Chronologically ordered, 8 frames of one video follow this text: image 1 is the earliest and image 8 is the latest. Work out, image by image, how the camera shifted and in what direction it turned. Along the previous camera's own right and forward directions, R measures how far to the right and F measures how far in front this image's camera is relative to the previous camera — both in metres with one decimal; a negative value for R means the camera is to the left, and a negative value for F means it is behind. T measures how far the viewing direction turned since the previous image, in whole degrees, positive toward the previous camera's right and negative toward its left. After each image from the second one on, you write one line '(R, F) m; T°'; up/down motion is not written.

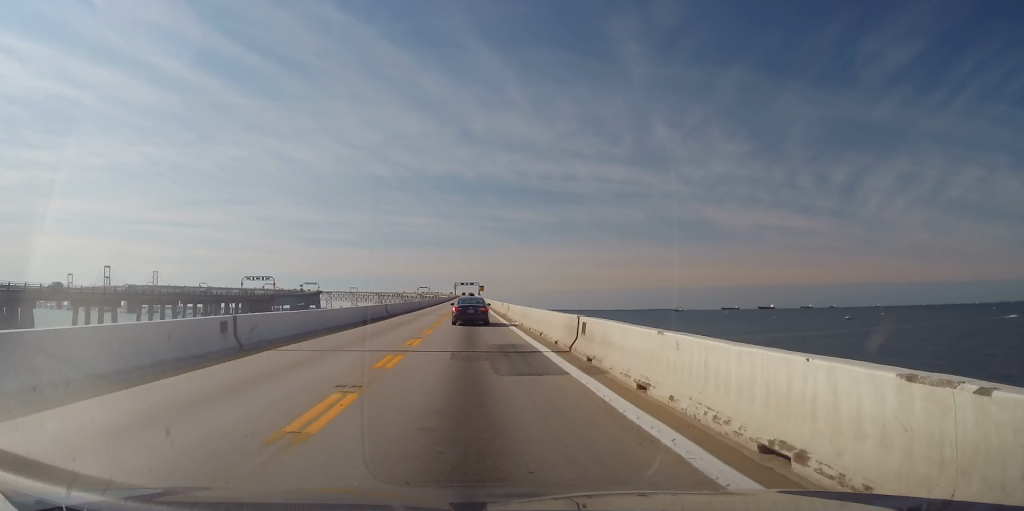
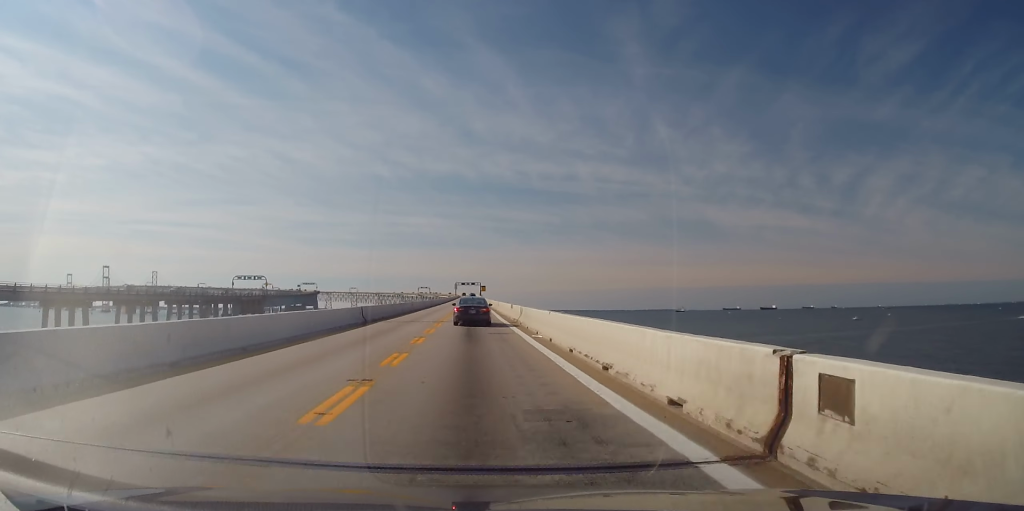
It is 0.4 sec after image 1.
(-0.1, +11.0) m; 0°
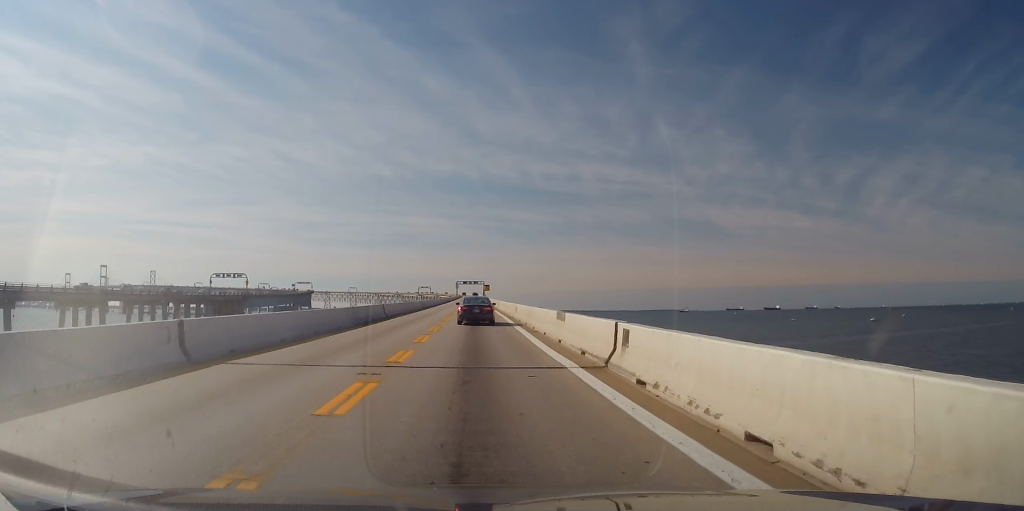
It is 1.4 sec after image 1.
(+0.1, +23.5) m; 0°
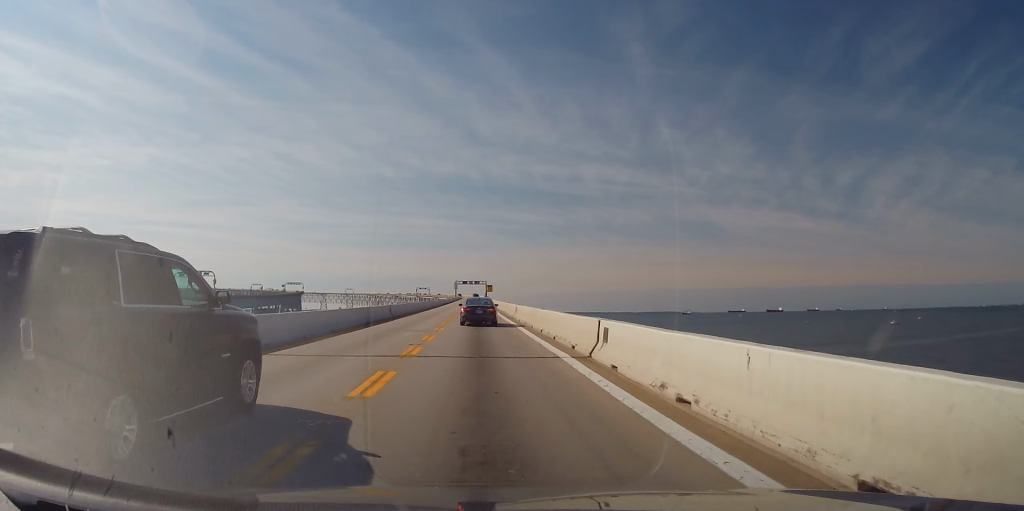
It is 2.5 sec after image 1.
(-0.1, +28.6) m; 0°
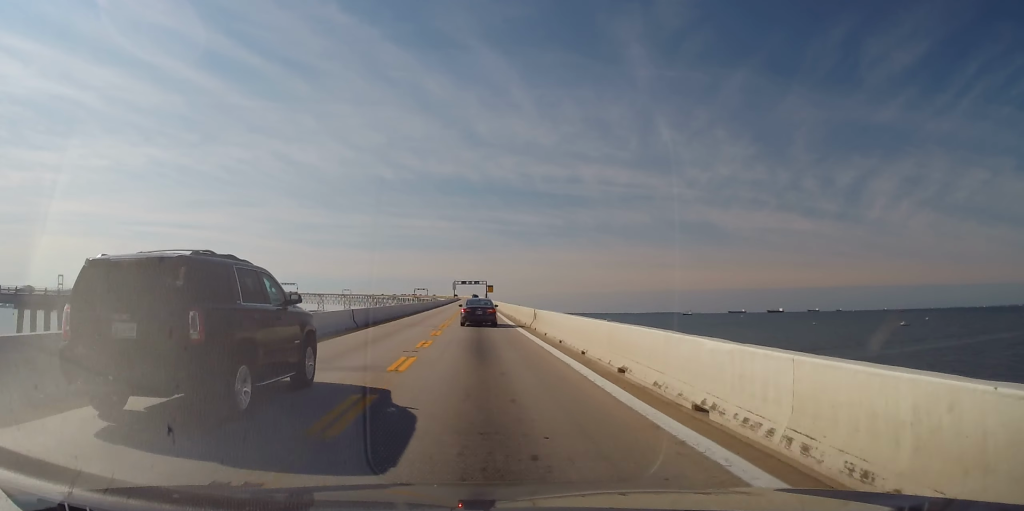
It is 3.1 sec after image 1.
(+0.1, +14.2) m; 0°
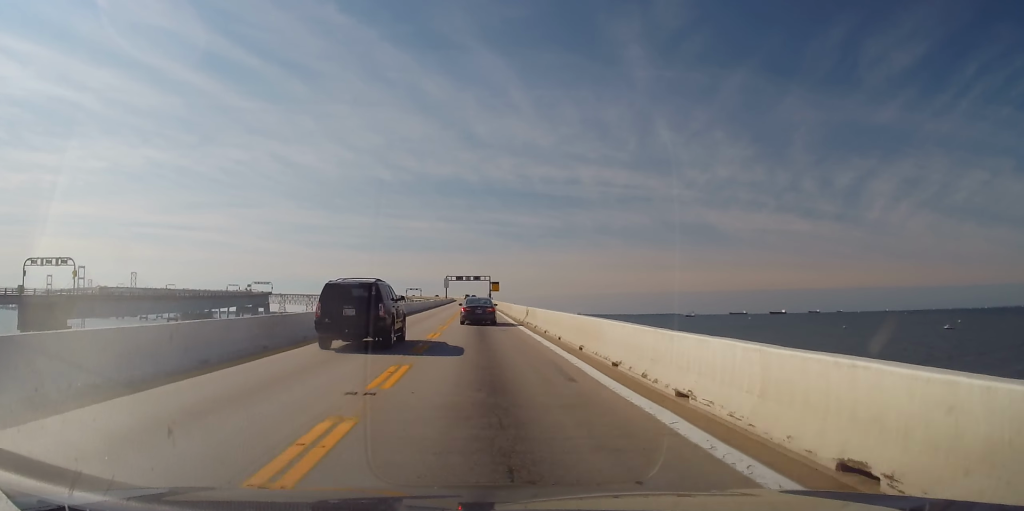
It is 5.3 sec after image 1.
(+0.3, +56.1) m; 0°
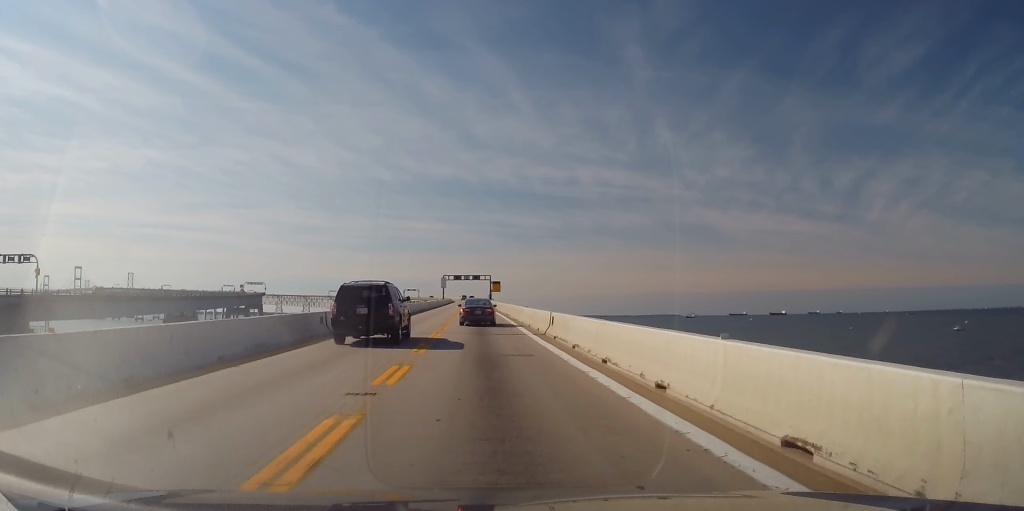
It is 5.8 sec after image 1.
(-0.1, +11.8) m; 0°
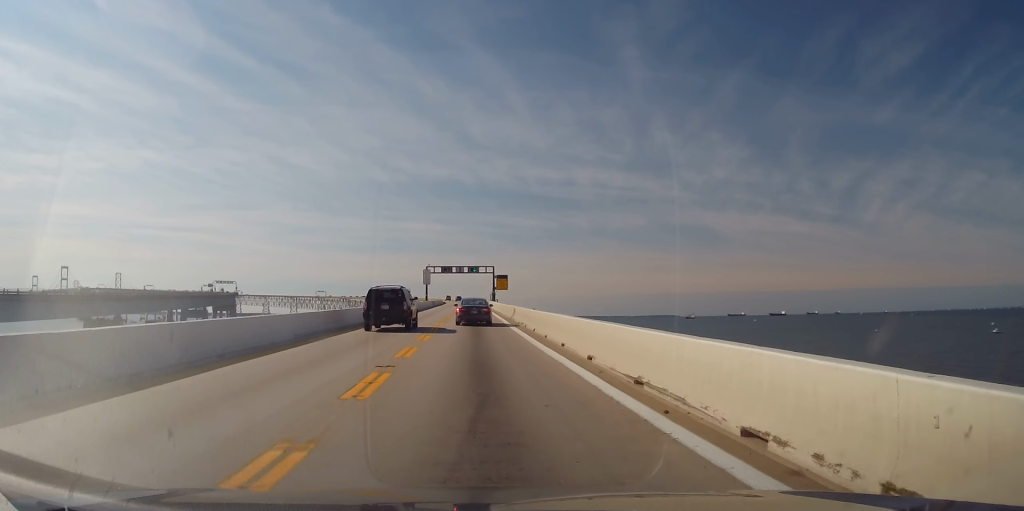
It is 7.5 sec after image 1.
(-0.4, +43.9) m; 0°
